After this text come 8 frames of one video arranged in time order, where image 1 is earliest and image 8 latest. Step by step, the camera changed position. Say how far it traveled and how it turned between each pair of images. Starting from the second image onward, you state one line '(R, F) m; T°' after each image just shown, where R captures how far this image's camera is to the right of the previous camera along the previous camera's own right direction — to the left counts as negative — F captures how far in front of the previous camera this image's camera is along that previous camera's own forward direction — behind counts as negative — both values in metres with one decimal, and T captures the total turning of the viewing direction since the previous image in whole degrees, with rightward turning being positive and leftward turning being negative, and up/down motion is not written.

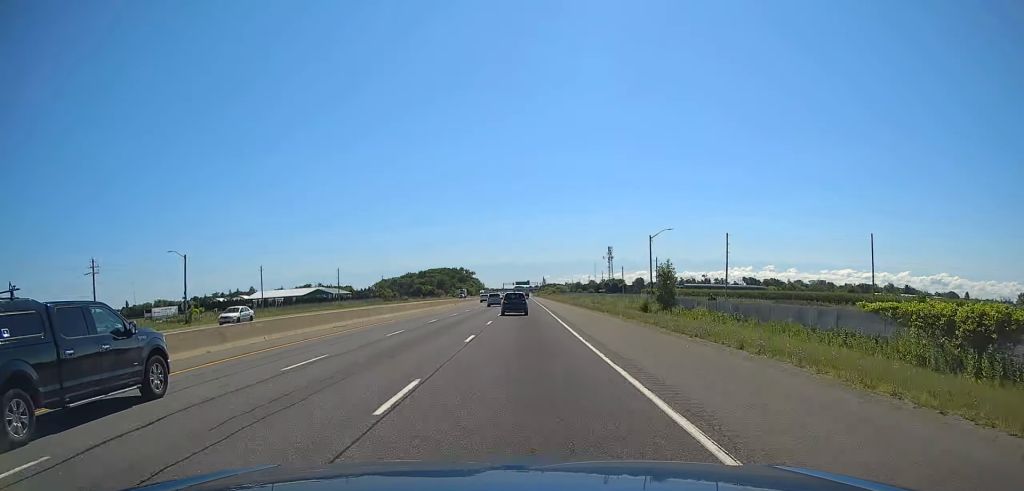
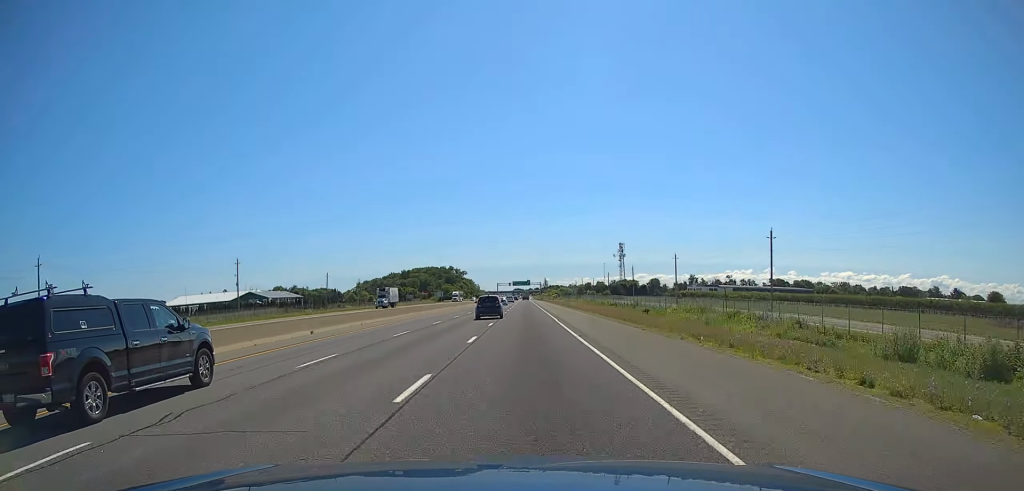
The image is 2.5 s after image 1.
(+0.1, +82.7) m; 0°
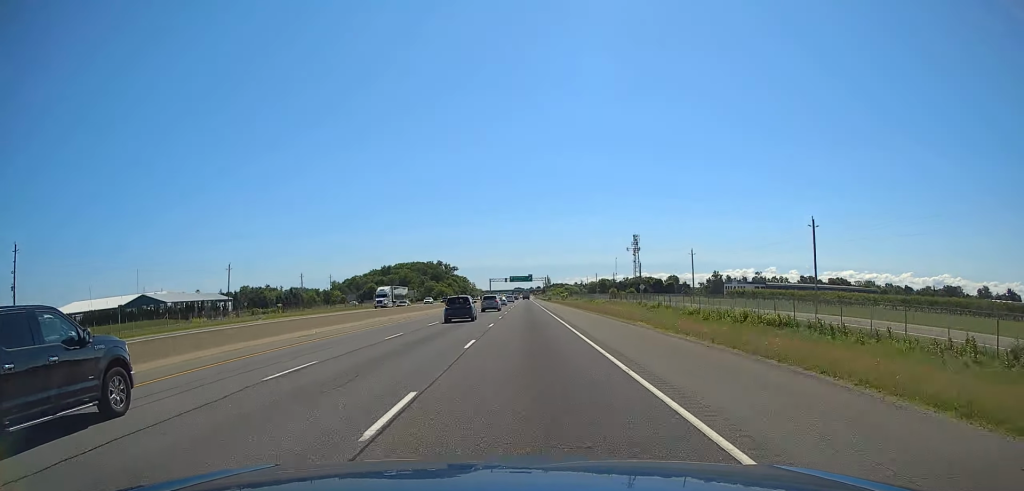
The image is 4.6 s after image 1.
(0.0, +68.7) m; 0°
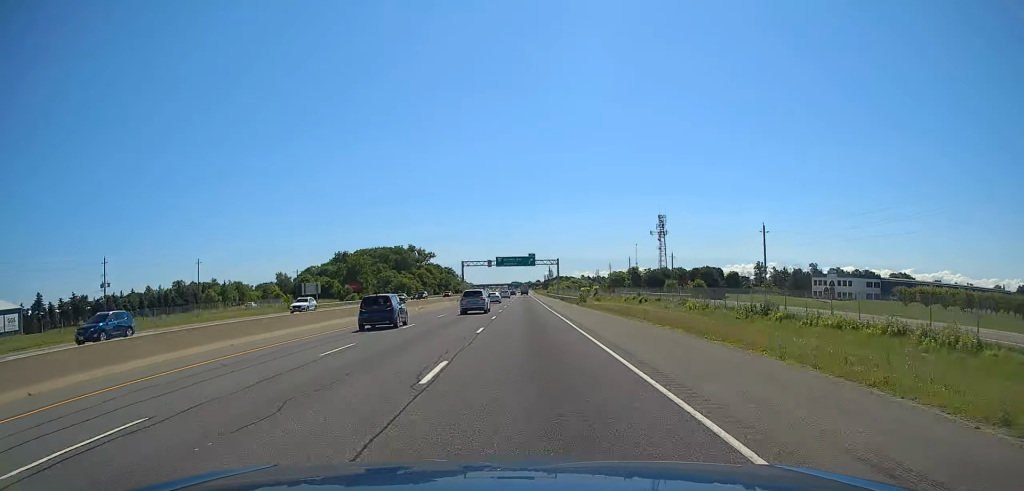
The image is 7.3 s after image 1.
(+0.2, +90.1) m; 0°
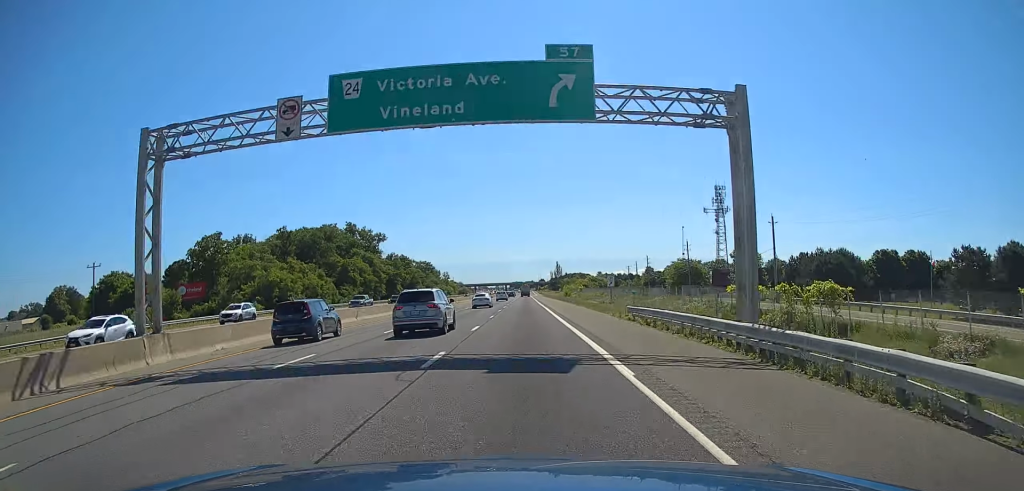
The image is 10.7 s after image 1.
(+0.1, +106.5) m; 0°
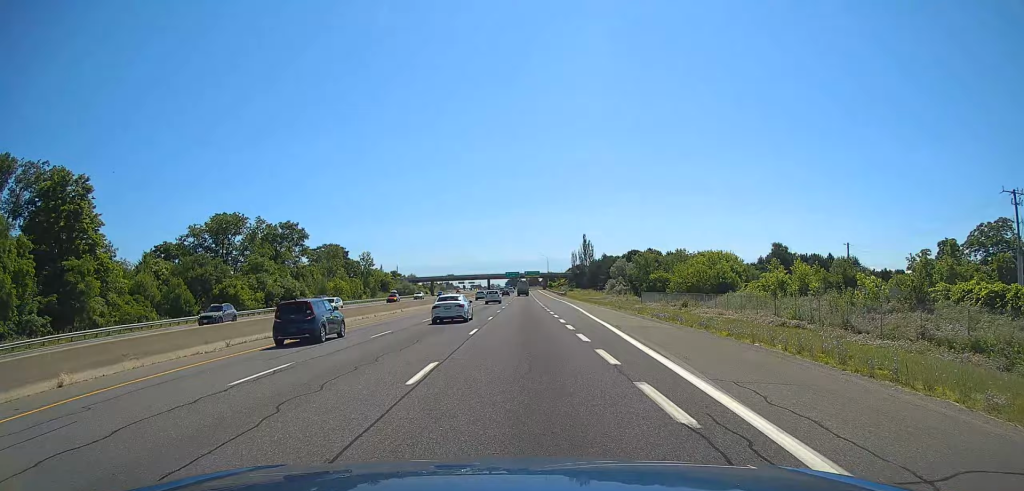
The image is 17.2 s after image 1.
(+0.3, +189.8) m; 0°
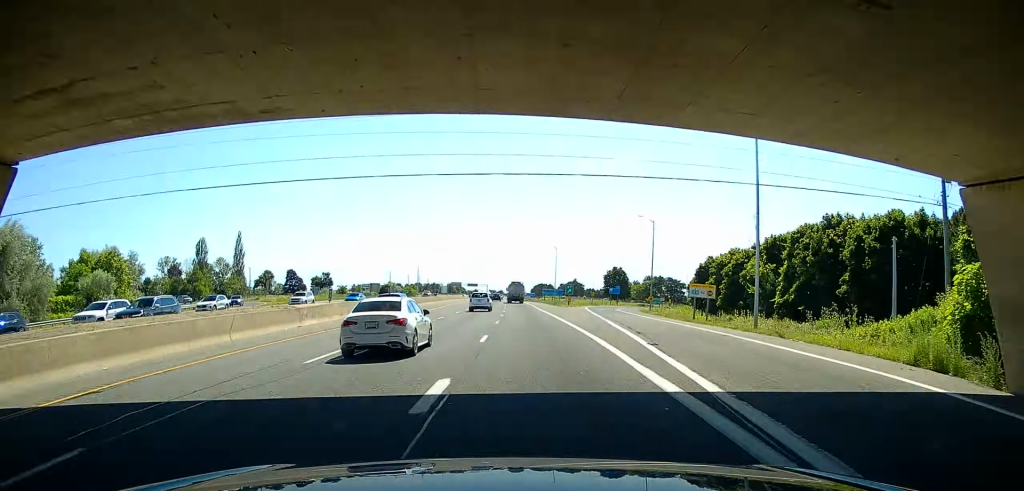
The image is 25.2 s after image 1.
(-0.7, +204.2) m; -1°
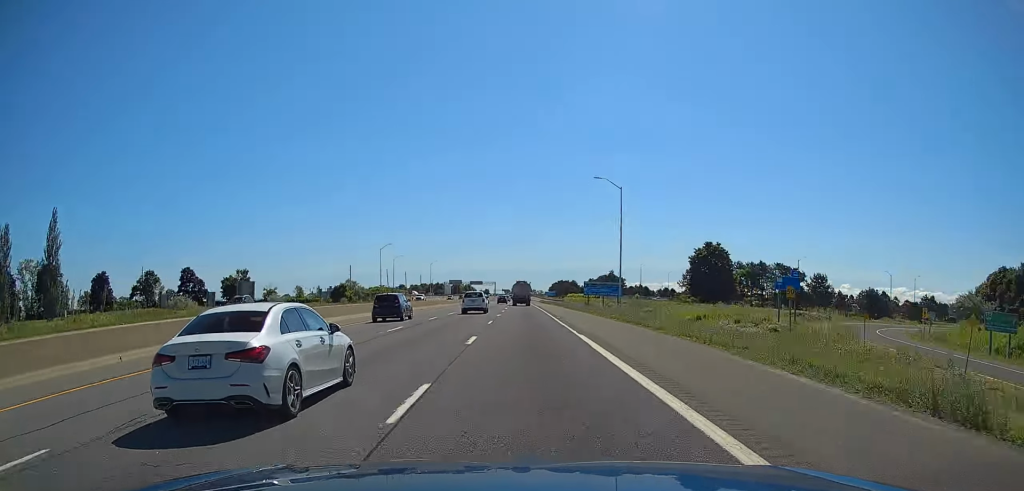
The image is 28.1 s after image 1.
(-0.8, +116.2) m; -1°
